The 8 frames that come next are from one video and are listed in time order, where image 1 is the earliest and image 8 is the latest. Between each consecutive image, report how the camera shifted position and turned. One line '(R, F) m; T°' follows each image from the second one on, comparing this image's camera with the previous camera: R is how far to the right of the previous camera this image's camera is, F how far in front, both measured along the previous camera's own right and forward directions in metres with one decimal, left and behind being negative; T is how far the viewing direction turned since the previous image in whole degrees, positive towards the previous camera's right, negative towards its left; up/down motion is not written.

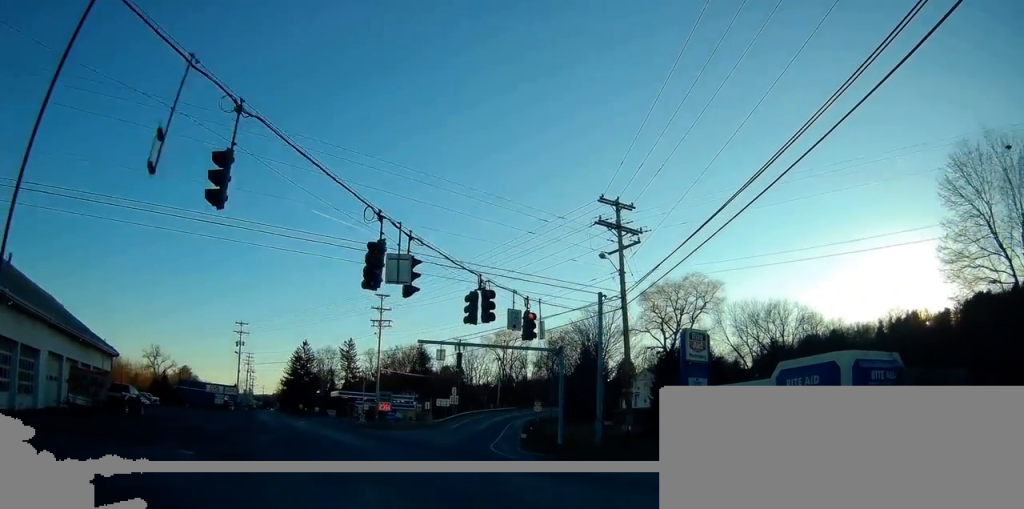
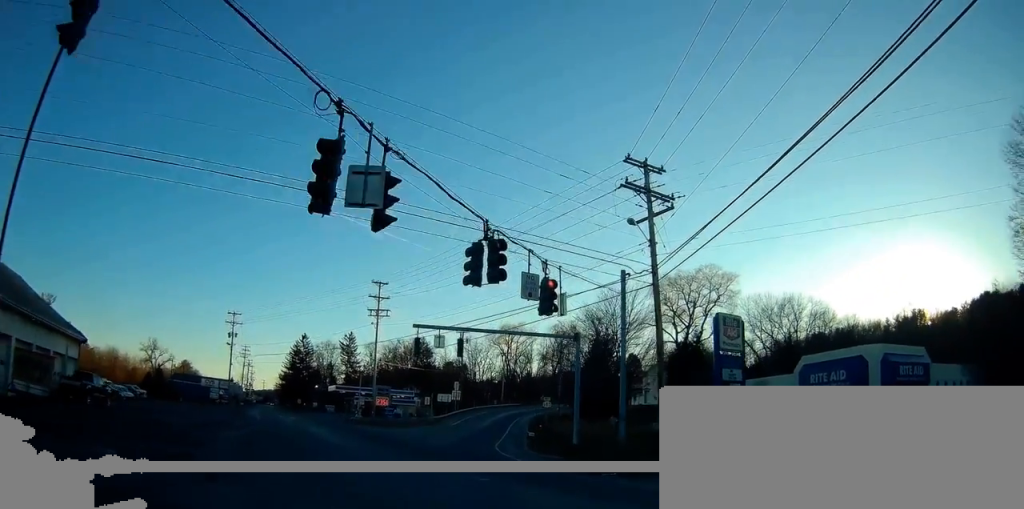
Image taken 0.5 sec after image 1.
(0.0, +4.4) m; 0°
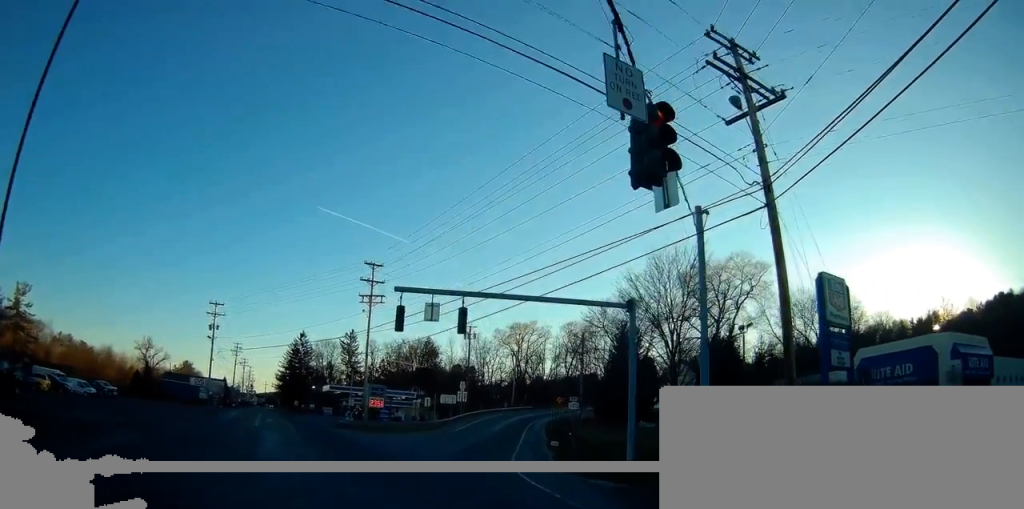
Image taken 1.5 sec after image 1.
(-0.1, +9.7) m; 0°
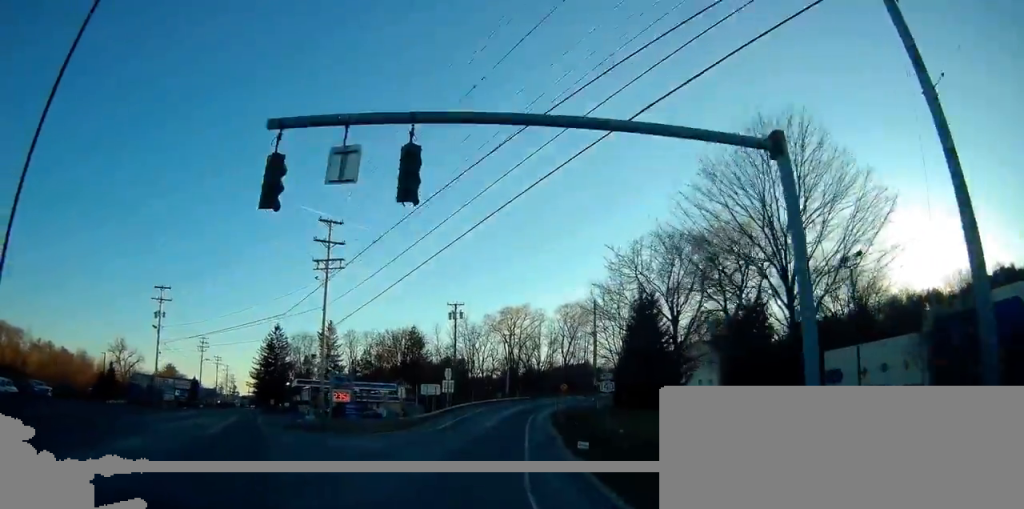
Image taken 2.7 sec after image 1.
(+0.2, +13.2) m; +1°
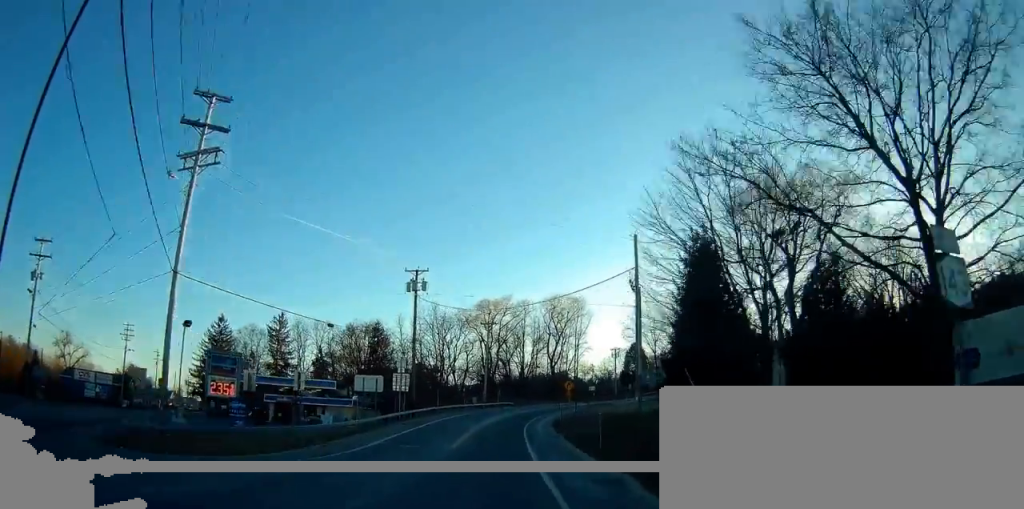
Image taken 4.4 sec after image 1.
(+0.2, +21.1) m; +2°
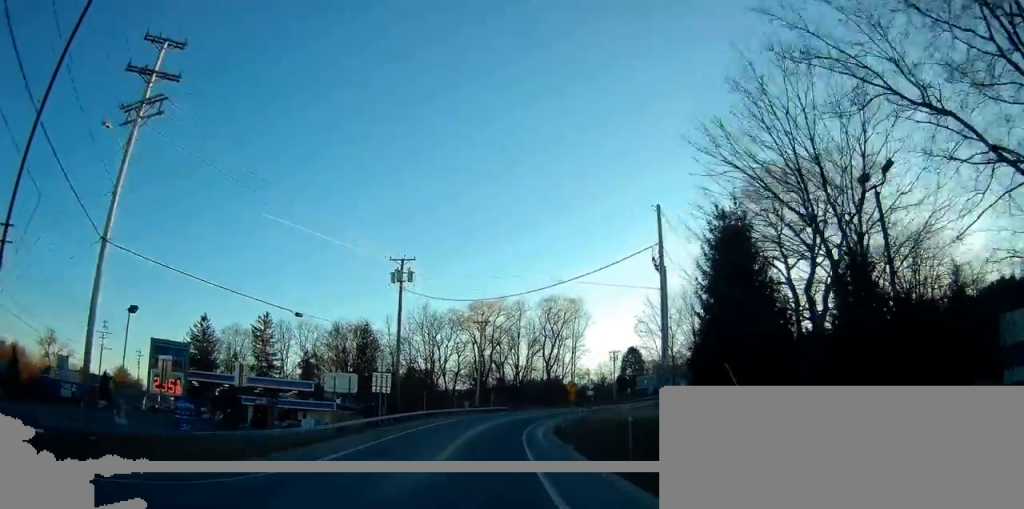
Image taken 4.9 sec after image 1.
(+0.1, +5.7) m; 0°
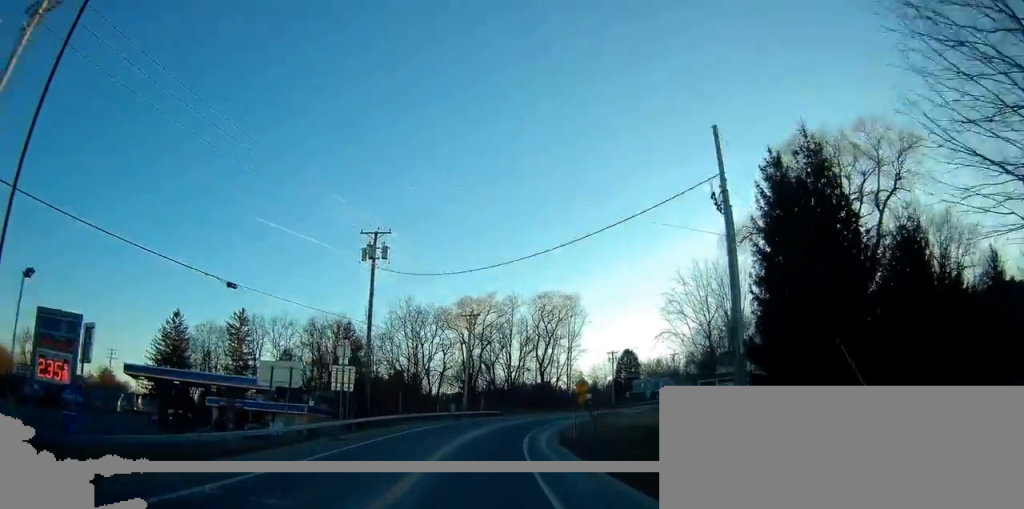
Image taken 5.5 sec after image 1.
(+0.1, +8.6) m; 0°
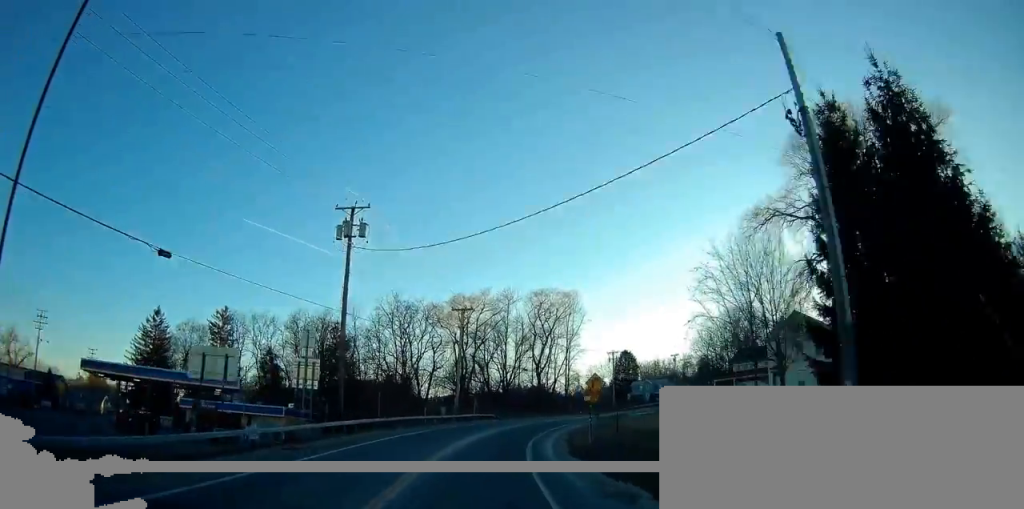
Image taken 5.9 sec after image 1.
(-0.1, +6.1) m; 0°
